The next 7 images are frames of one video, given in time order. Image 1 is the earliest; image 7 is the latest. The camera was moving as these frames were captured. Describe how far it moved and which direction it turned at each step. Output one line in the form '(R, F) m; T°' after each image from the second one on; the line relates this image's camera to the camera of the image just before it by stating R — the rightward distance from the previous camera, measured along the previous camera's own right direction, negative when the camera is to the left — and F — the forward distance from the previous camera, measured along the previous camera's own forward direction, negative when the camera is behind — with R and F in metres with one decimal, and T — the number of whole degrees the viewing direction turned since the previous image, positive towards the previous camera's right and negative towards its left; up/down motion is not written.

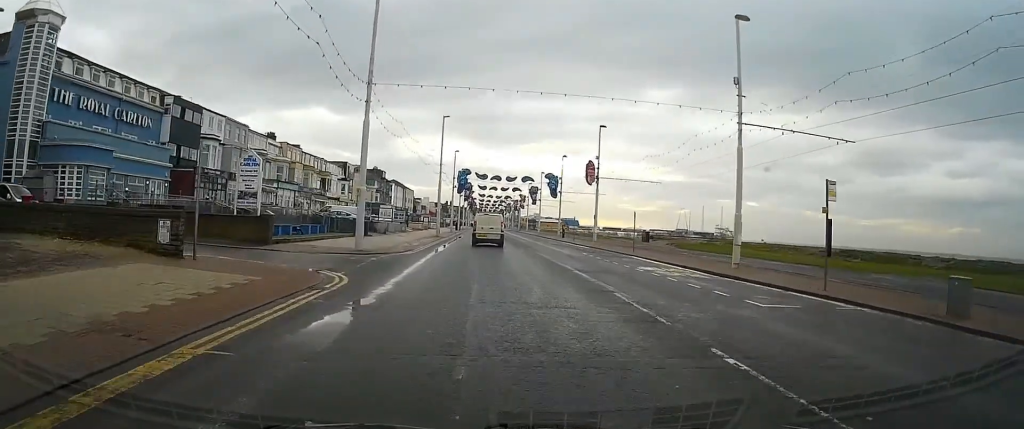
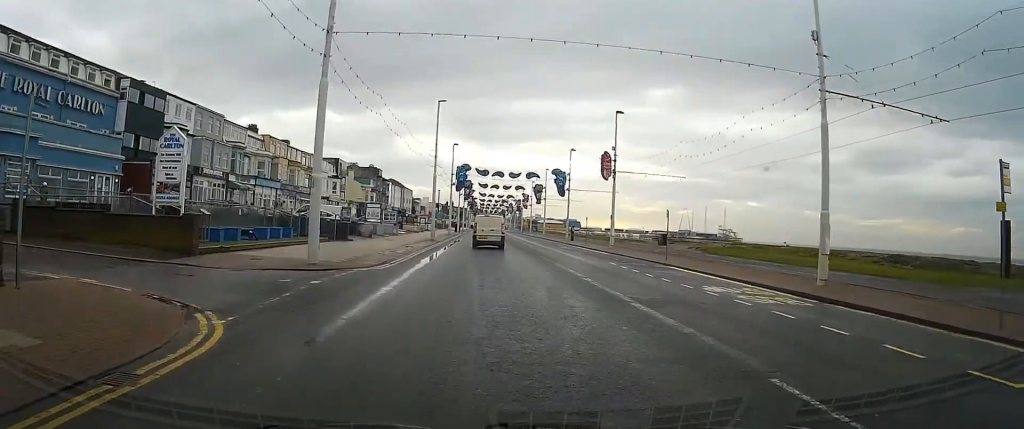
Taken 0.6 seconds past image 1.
(0.0, +7.3) m; 0°
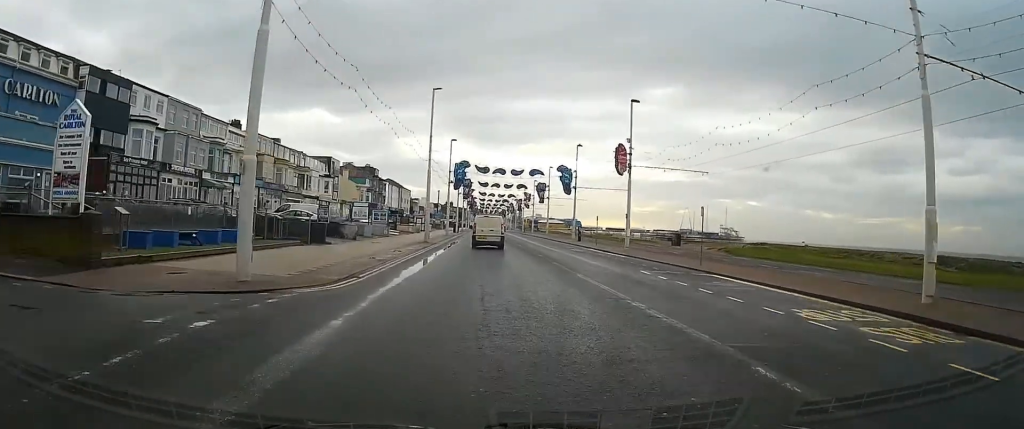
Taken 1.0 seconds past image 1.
(0.0, +5.6) m; 0°
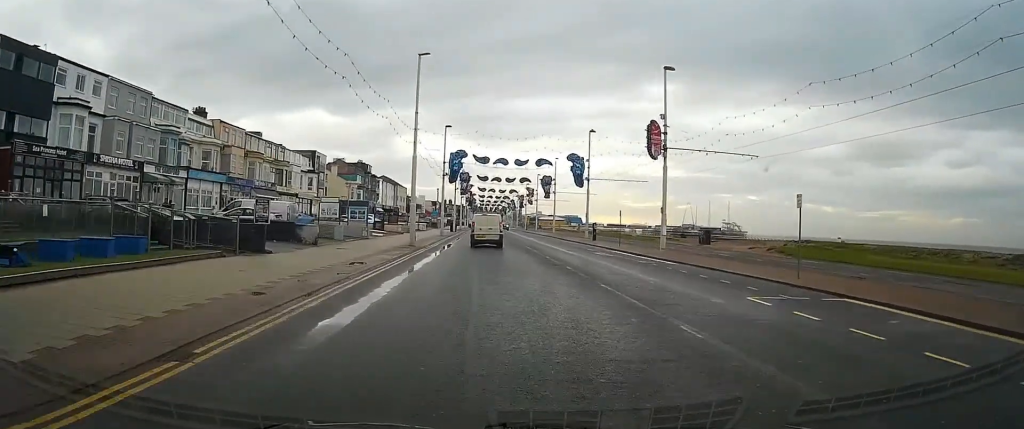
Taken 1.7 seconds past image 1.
(0.0, +9.4) m; 0°
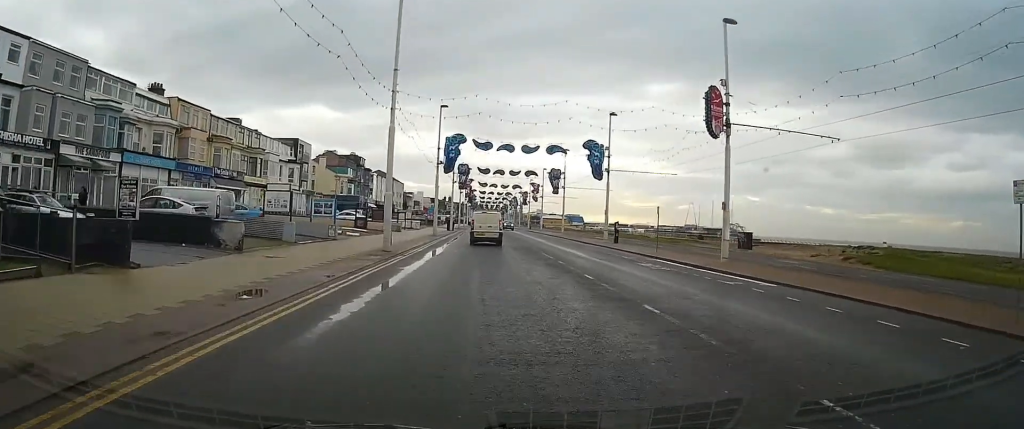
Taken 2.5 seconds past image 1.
(0.0, +9.7) m; 0°
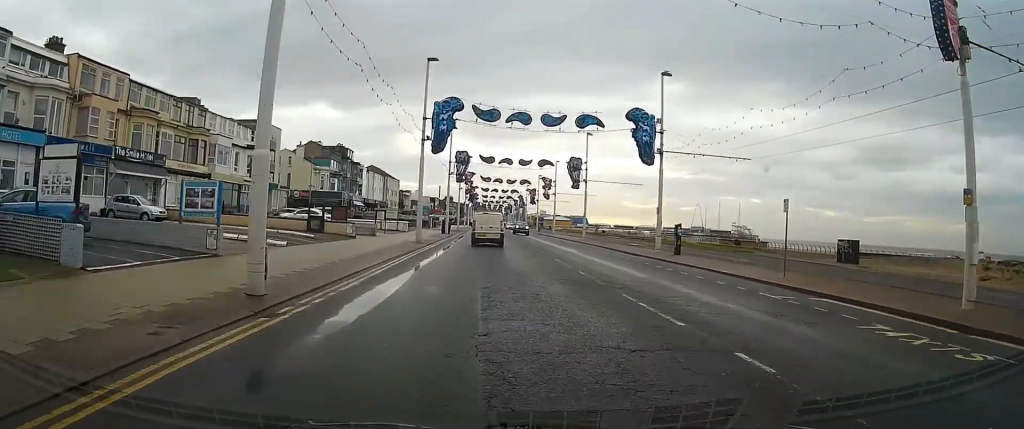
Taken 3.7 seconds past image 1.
(-0.1, +15.4) m; 0°
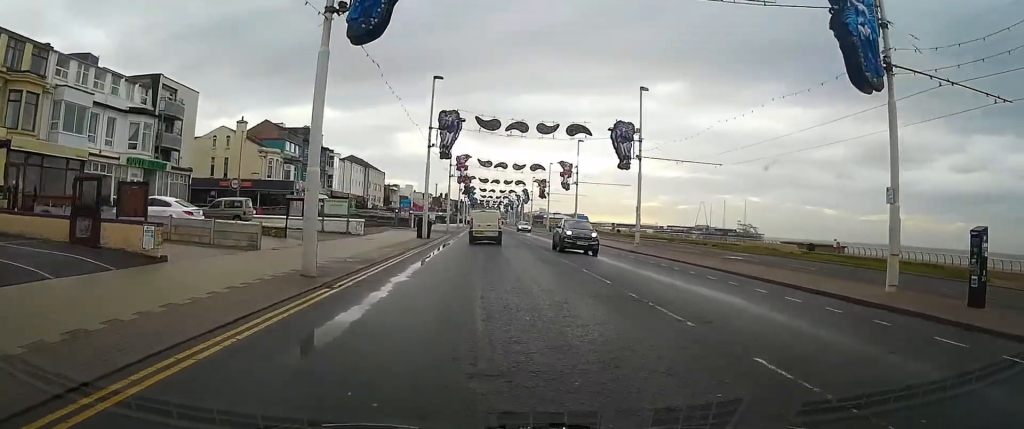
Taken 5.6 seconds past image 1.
(-0.1, +23.7) m; 0°
